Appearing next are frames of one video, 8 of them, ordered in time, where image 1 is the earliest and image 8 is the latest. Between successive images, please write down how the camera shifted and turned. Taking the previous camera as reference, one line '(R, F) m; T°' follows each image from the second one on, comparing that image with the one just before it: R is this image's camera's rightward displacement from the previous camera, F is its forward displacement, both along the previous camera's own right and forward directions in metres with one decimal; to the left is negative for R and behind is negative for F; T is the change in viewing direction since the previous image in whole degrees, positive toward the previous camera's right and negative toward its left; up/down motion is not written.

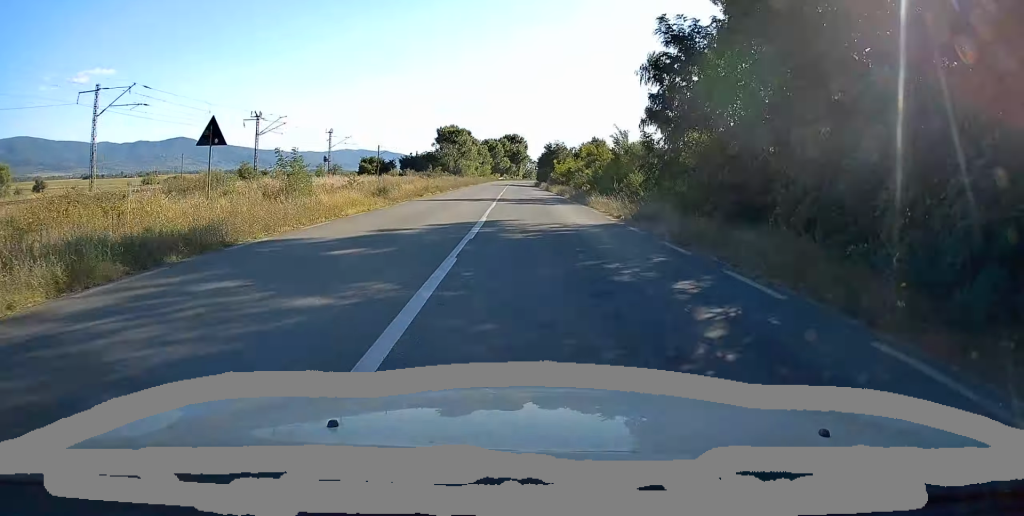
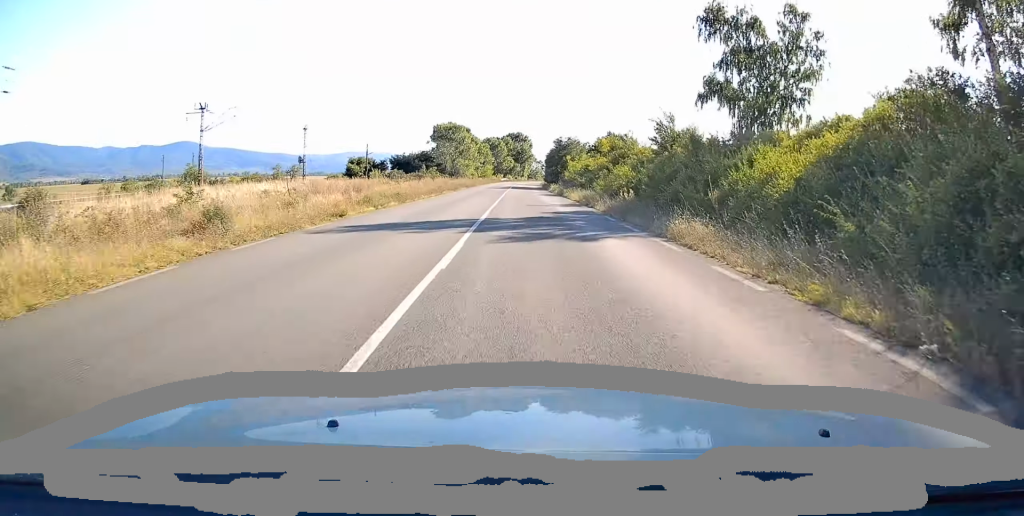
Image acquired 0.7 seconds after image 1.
(-0.3, +15.8) m; -1°
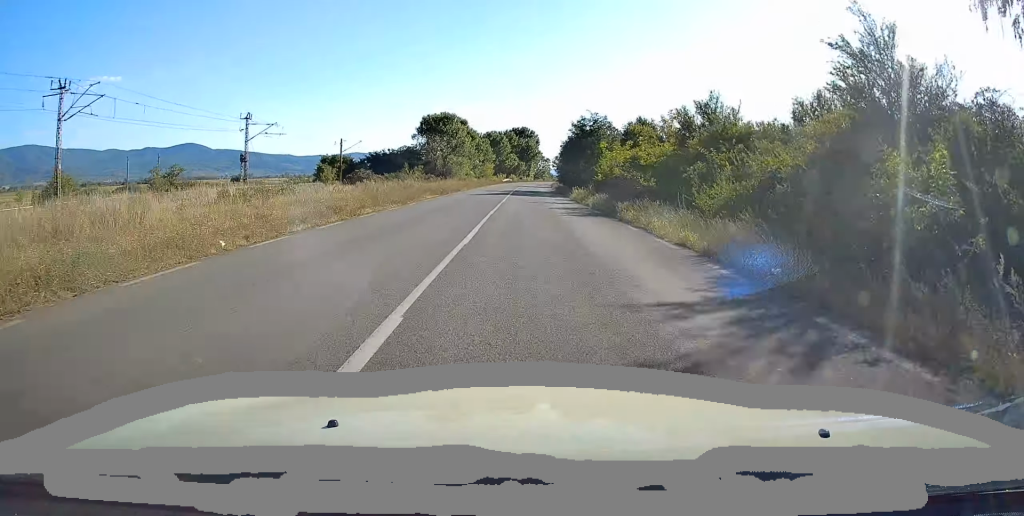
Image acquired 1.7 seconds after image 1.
(-0.3, +23.7) m; 0°
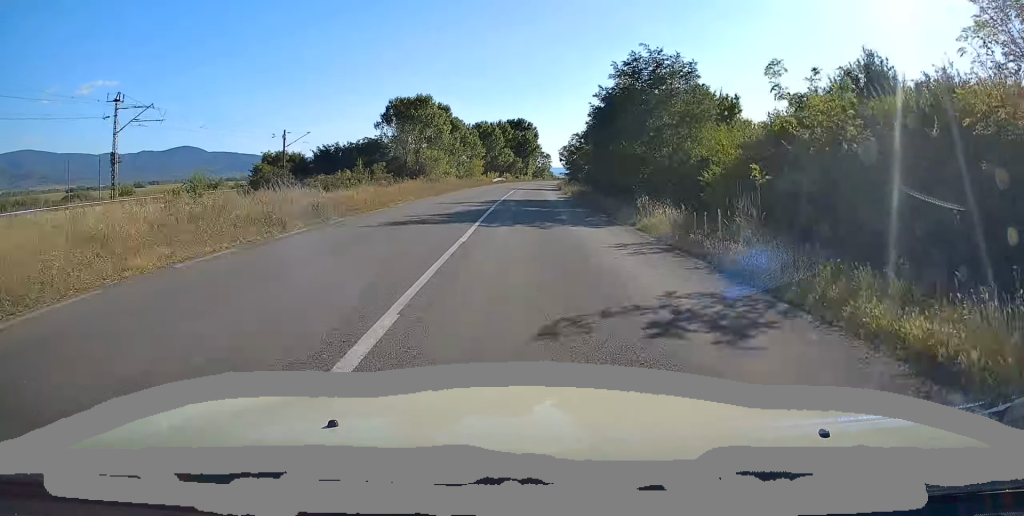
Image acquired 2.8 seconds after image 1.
(+0.2, +26.8) m; 0°
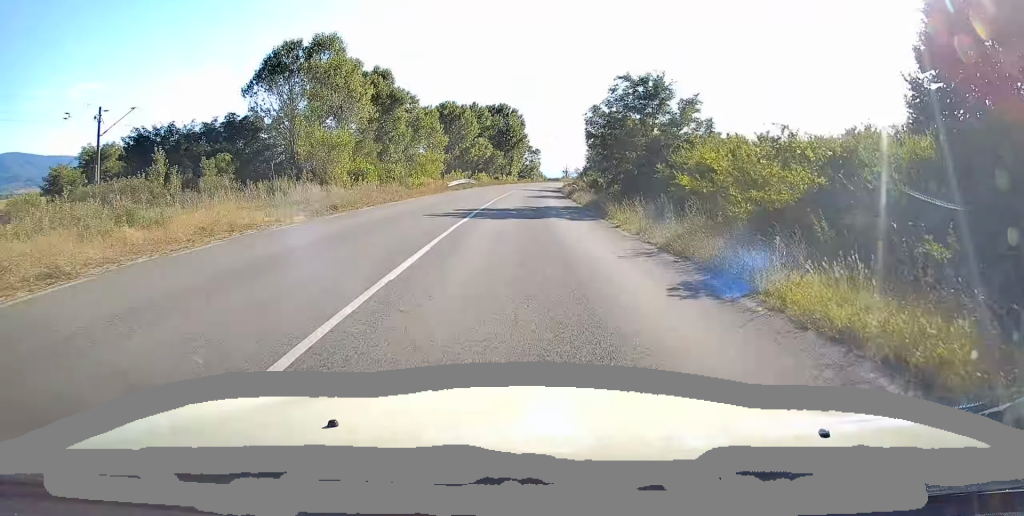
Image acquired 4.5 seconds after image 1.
(0.0, +40.2) m; +1°
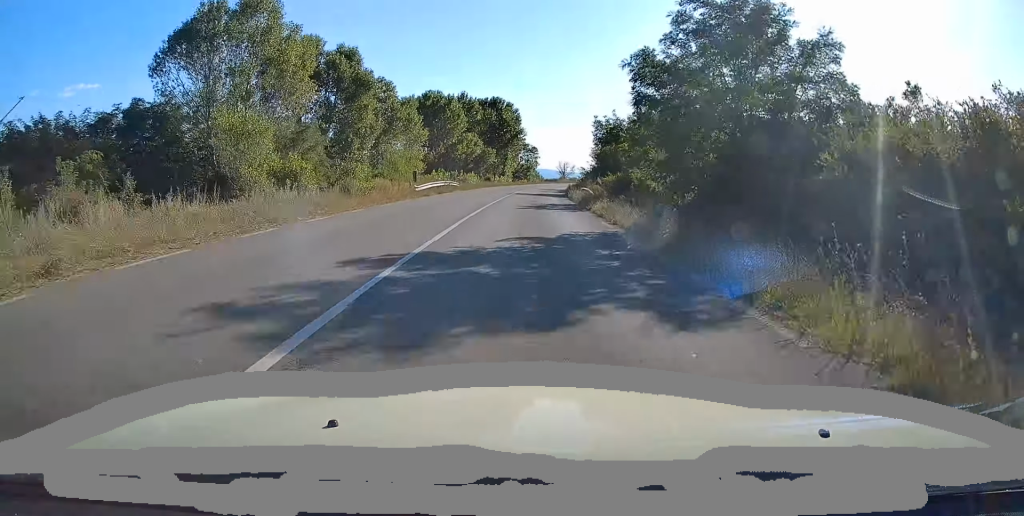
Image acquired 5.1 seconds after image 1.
(+0.2, +13.4) m; 0°
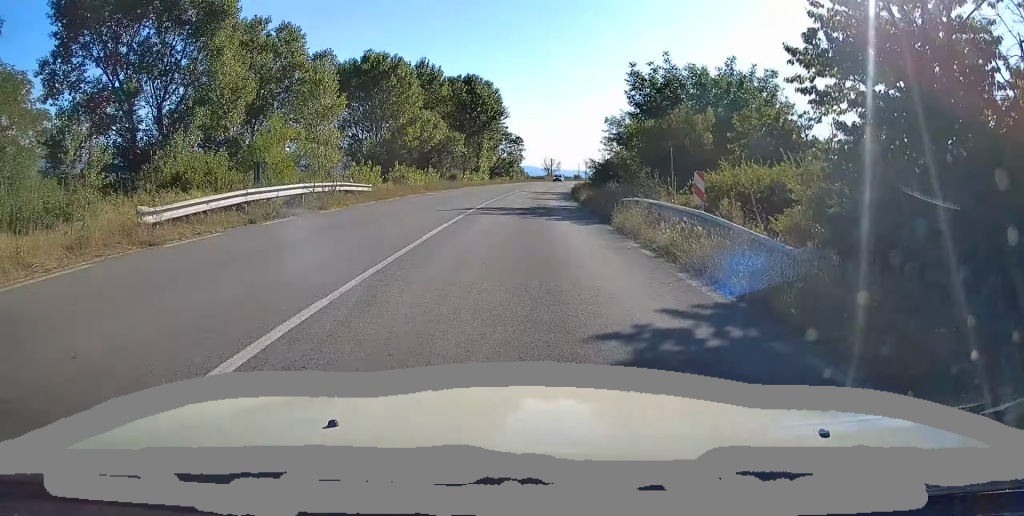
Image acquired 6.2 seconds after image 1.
(-0.1, +26.8) m; +1°
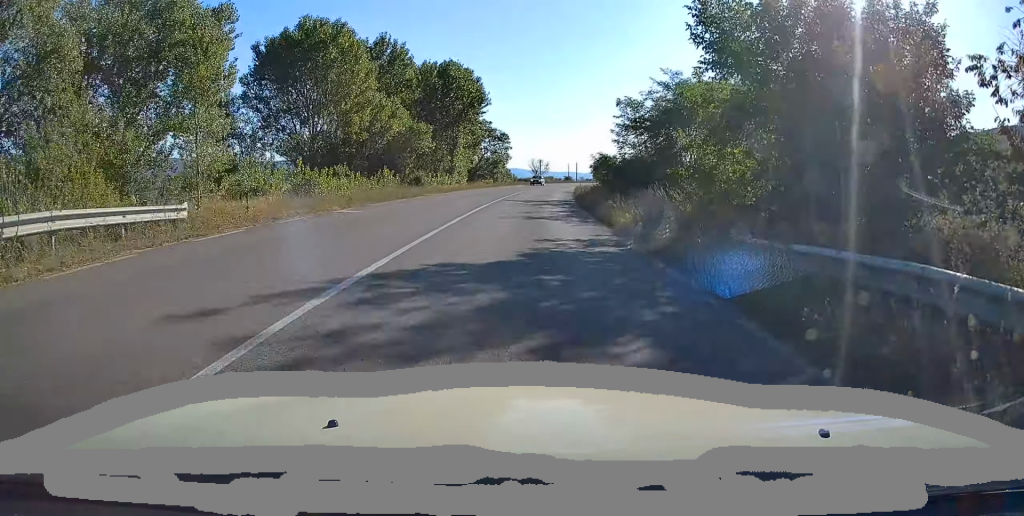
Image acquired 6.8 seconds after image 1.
(+0.3, +15.0) m; +1°
